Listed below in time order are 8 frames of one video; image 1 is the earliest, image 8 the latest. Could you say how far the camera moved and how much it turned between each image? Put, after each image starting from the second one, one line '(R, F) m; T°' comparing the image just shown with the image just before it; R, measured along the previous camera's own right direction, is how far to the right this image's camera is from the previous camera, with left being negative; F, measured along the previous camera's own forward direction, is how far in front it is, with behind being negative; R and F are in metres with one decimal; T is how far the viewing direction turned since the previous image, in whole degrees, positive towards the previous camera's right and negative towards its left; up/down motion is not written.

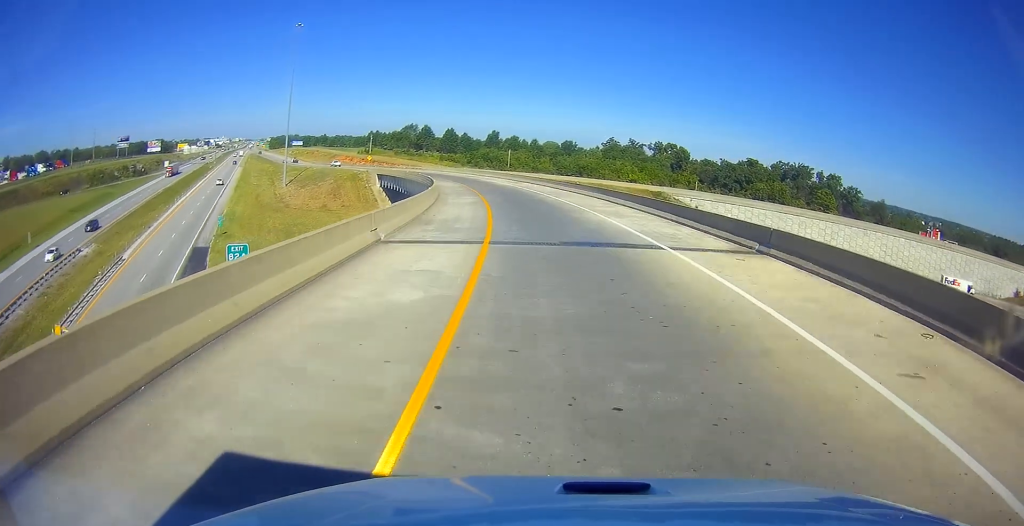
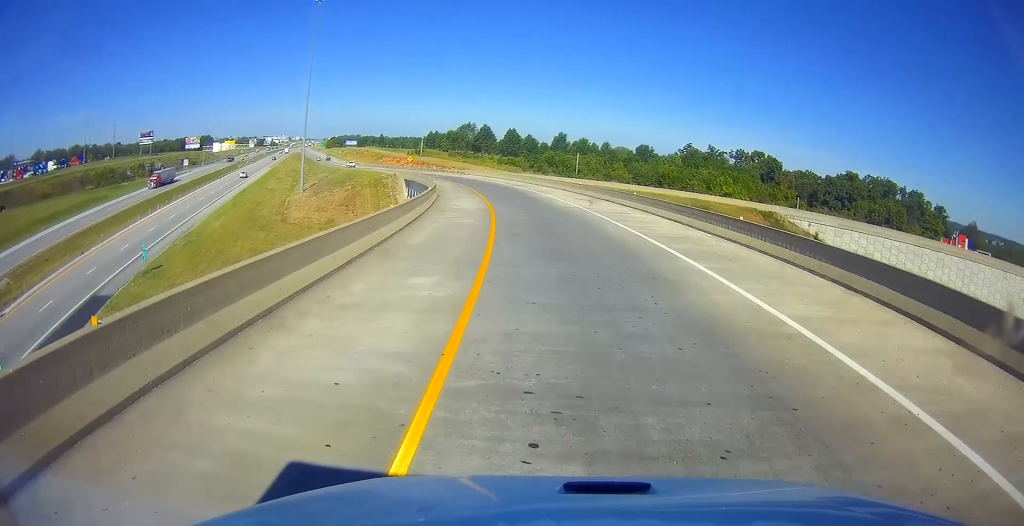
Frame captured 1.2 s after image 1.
(-1.9, +30.6) m; -7°
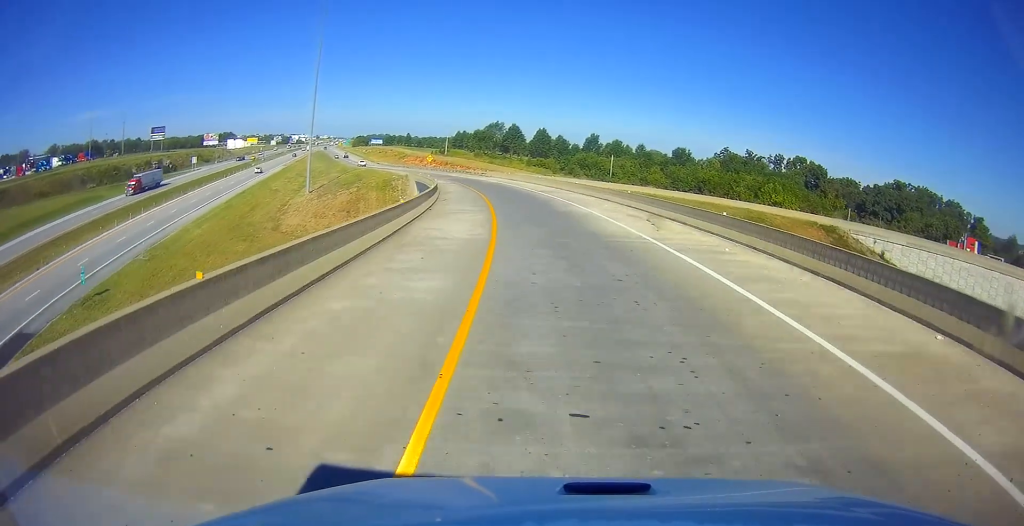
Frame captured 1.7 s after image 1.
(-0.2, +13.3) m; -3°
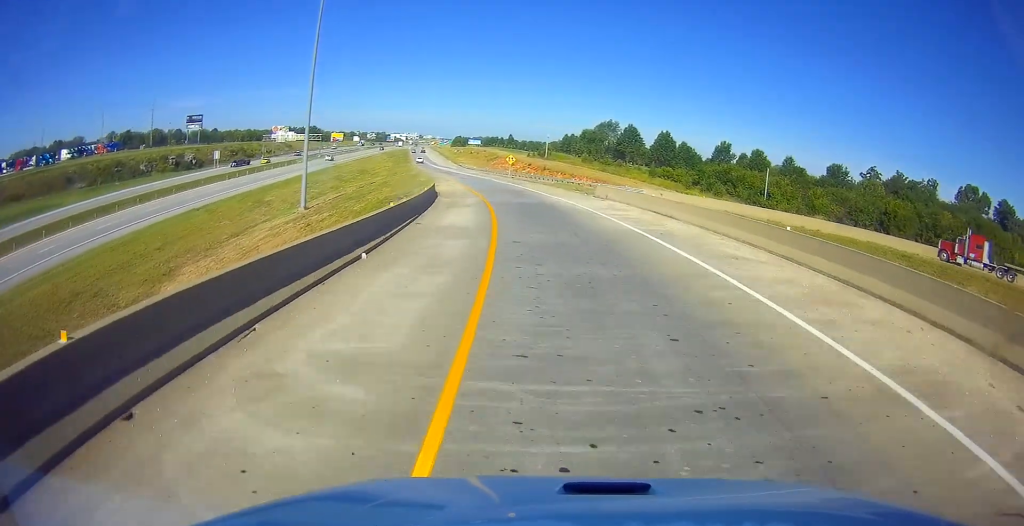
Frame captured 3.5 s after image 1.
(-3.2, +49.2) m; -9°
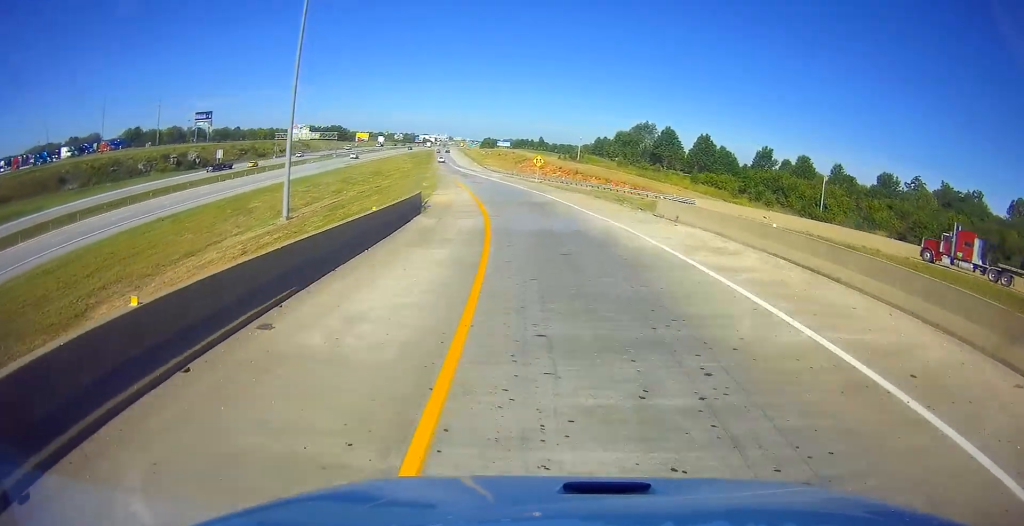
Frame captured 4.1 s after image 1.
(-0.7, +14.0) m; -3°
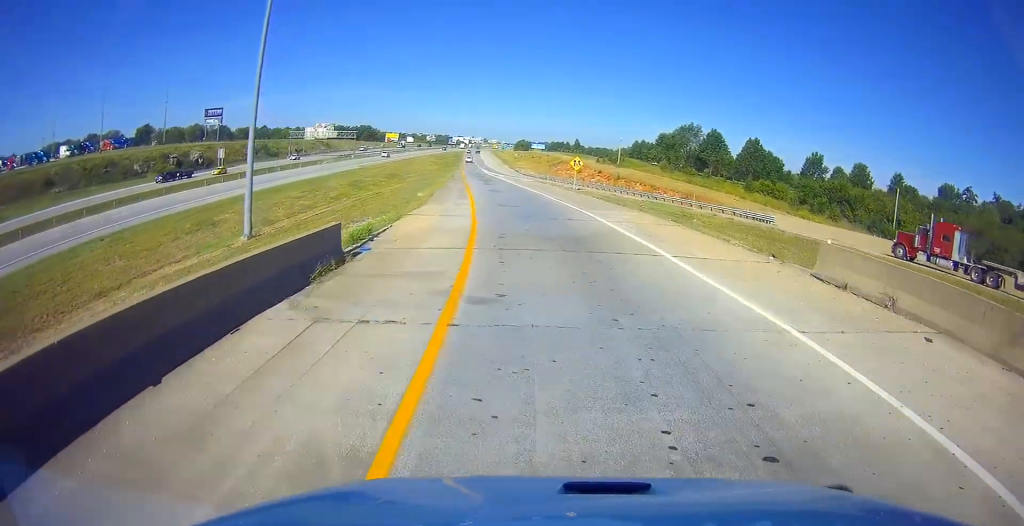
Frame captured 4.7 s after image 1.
(-0.4, +15.8) m; -4°
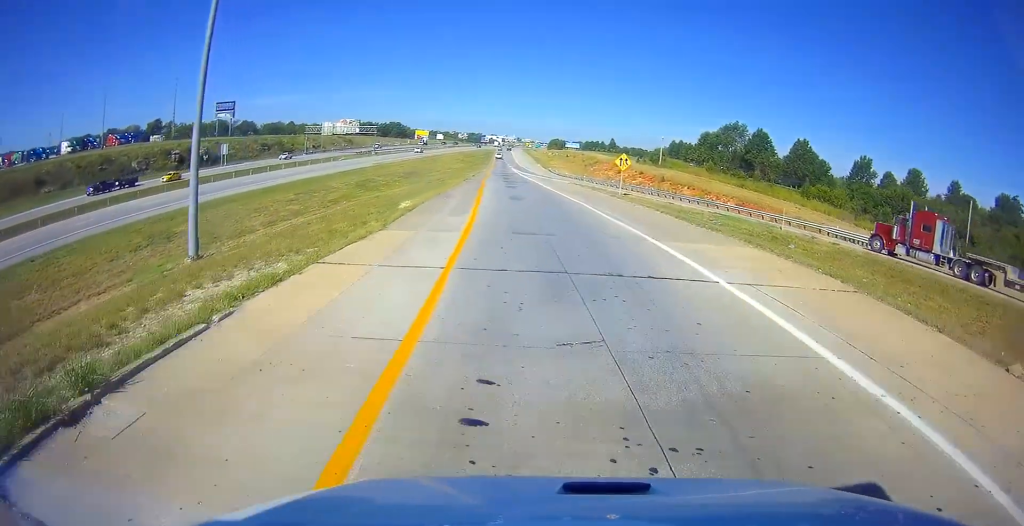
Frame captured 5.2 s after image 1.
(-0.5, +13.2) m; -2°
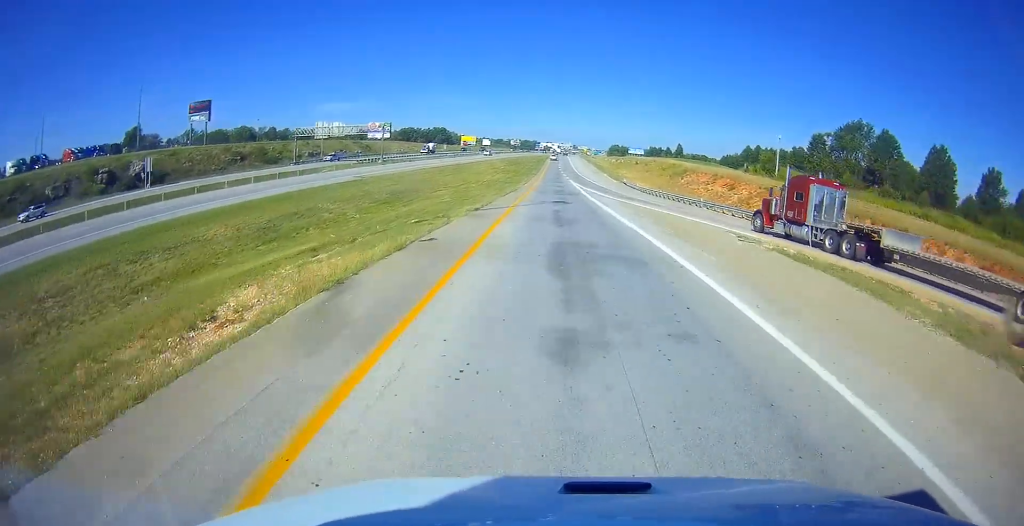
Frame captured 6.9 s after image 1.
(-2.7, +45.5) m; -5°
